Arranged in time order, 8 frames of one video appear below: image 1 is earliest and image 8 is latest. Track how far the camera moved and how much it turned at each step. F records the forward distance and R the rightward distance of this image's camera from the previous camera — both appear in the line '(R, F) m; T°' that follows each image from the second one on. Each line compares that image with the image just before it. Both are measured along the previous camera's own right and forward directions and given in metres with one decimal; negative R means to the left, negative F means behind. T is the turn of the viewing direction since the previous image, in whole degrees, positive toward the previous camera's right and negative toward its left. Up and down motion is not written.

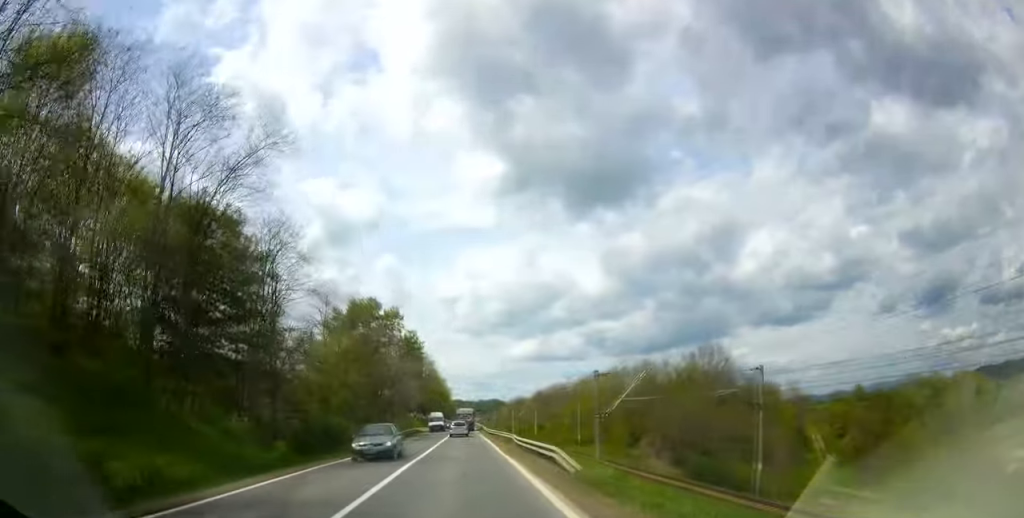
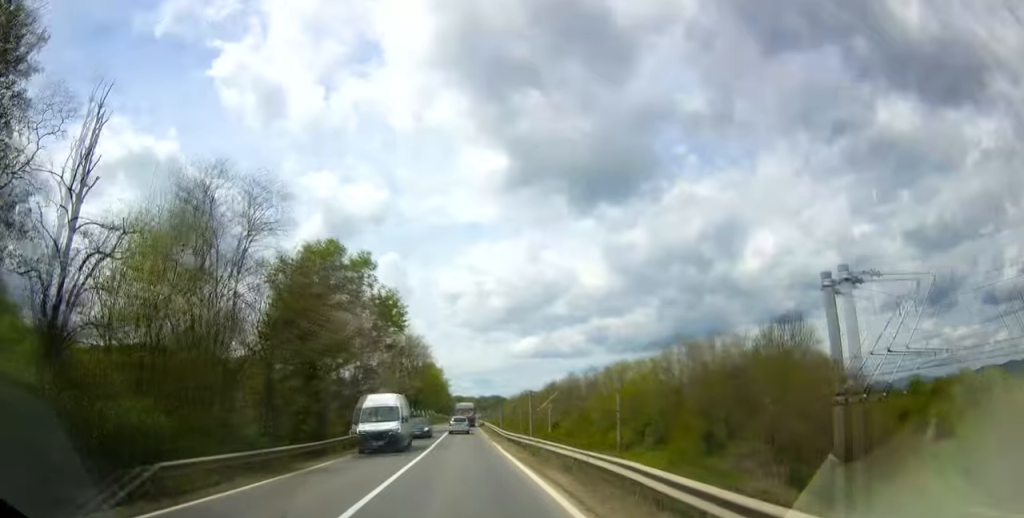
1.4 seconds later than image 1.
(+0.1, +28.8) m; +1°
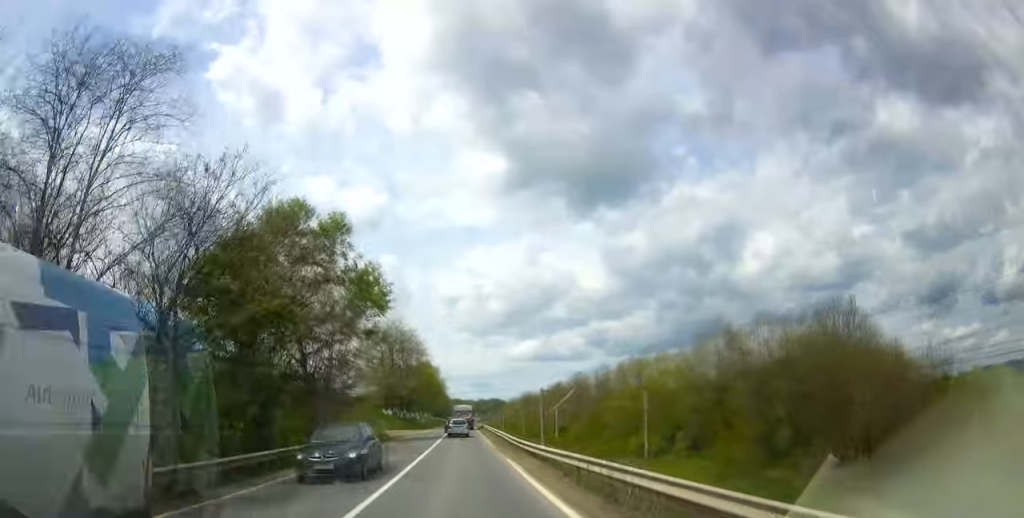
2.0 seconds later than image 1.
(+0.2, +12.4) m; 0°
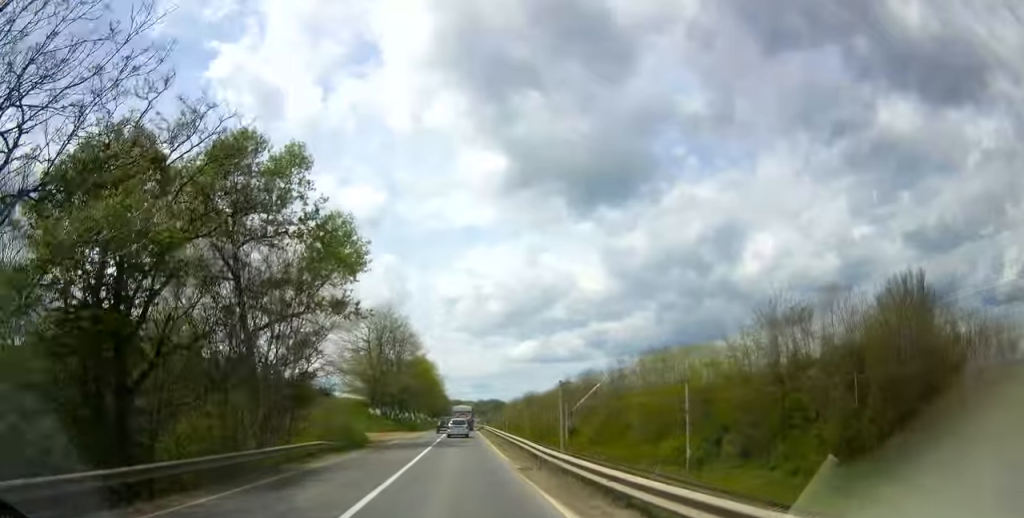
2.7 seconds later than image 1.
(-0.1, +12.8) m; -1°
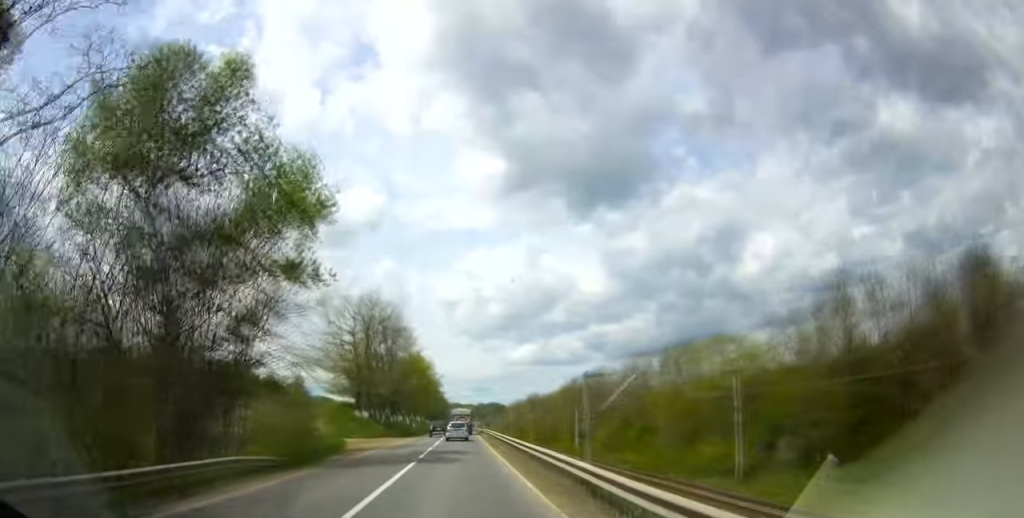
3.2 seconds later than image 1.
(-0.2, +10.4) m; -1°
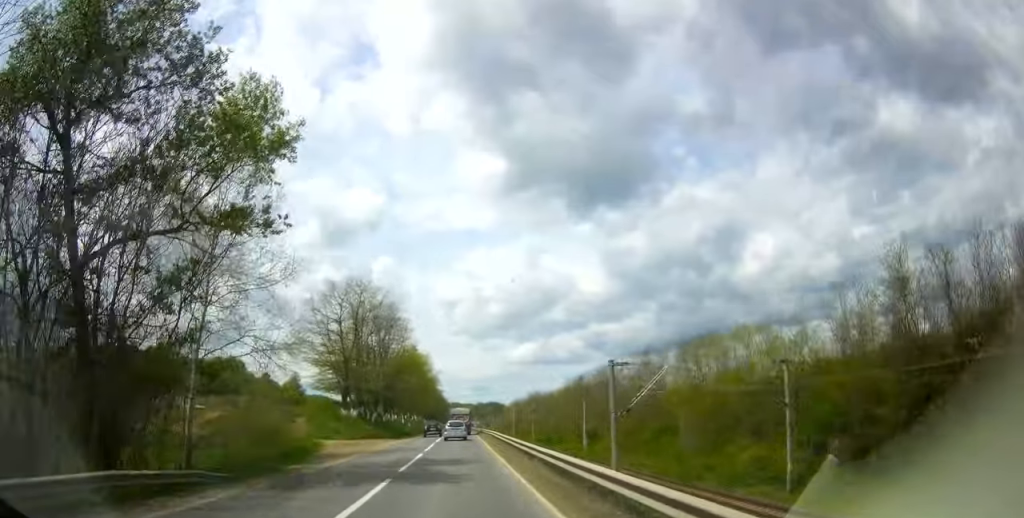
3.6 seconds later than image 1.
(0.0, +7.2) m; 0°
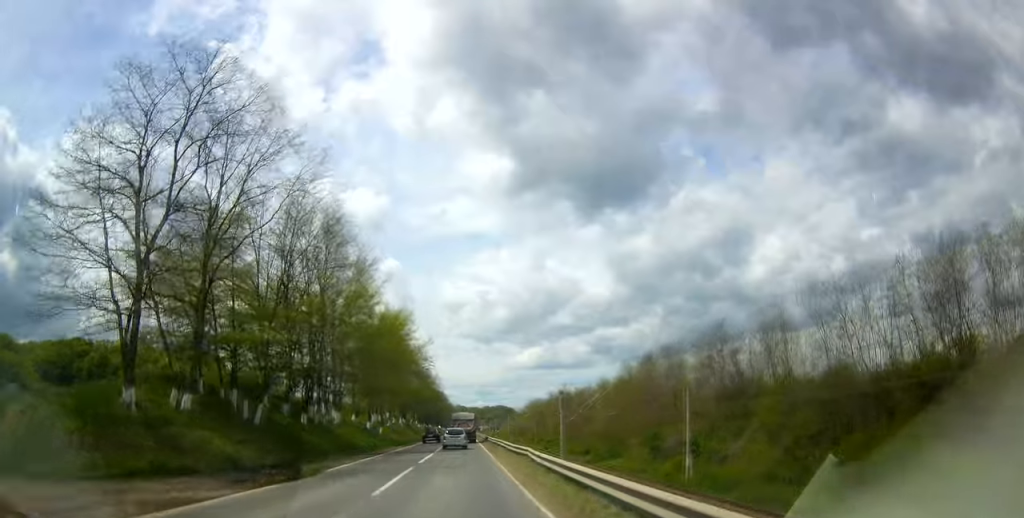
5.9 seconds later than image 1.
(+0.4, +40.3) m; 0°
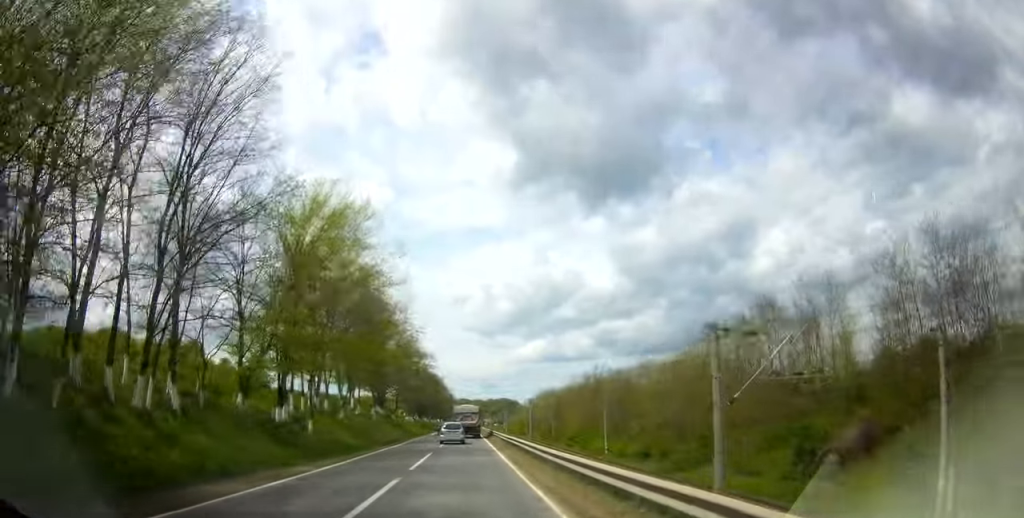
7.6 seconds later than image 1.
(-0.4, +29.8) m; -2°
